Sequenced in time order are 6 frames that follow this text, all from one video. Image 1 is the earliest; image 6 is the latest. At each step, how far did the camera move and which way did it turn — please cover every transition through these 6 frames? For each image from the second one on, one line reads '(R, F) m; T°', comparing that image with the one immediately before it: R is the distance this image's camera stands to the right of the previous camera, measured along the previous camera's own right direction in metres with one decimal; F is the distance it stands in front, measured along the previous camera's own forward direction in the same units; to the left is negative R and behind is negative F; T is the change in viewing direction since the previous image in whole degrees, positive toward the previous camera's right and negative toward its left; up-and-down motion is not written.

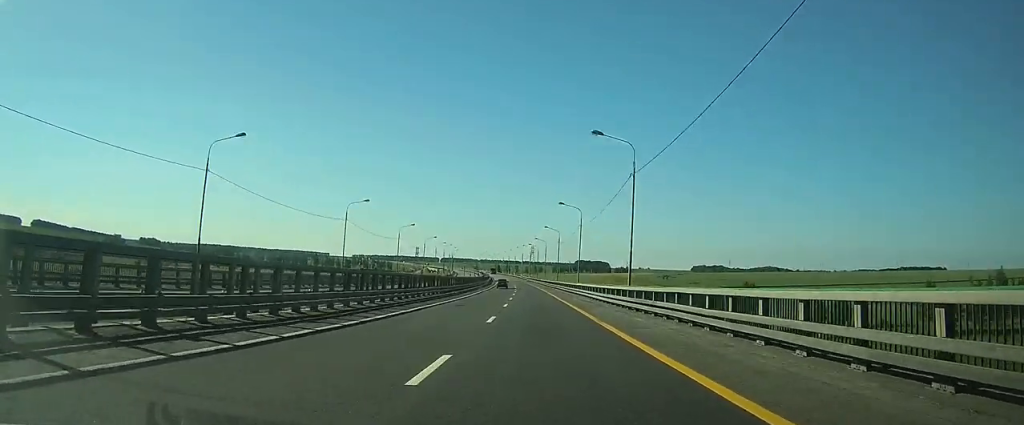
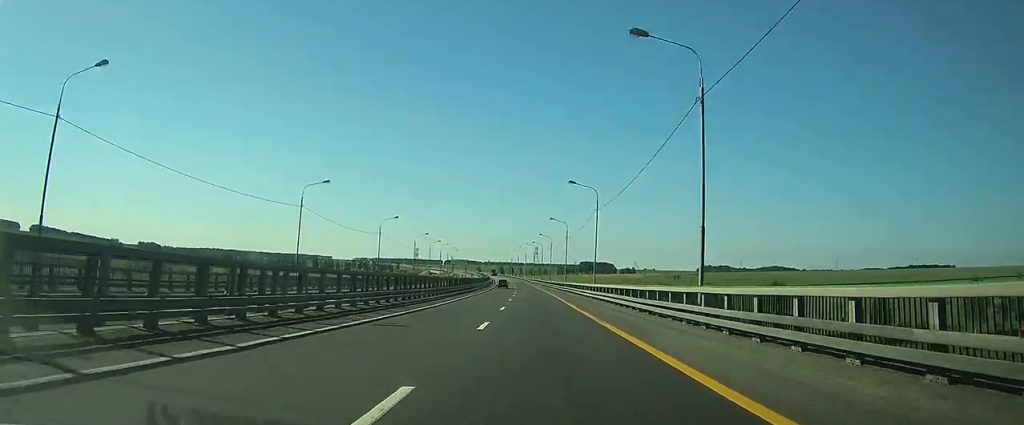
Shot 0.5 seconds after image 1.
(-0.1, +15.0) m; 0°
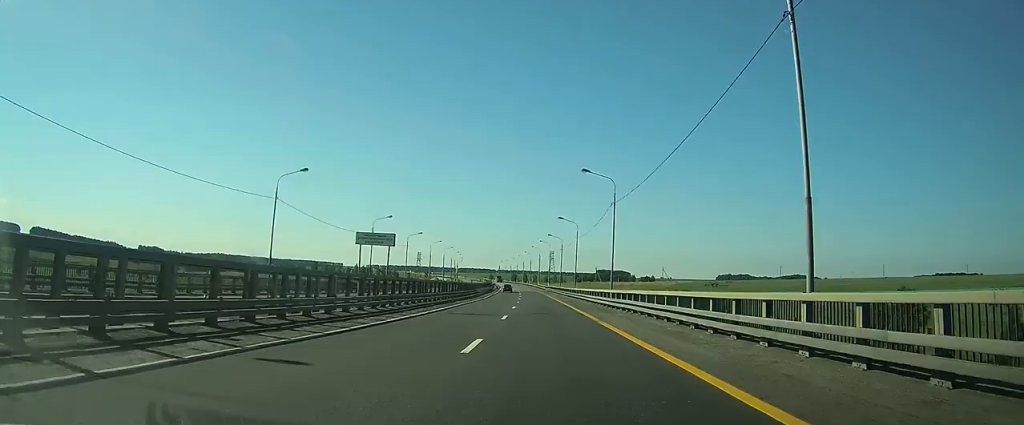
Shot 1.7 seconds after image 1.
(-0.3, +41.0) m; -1°
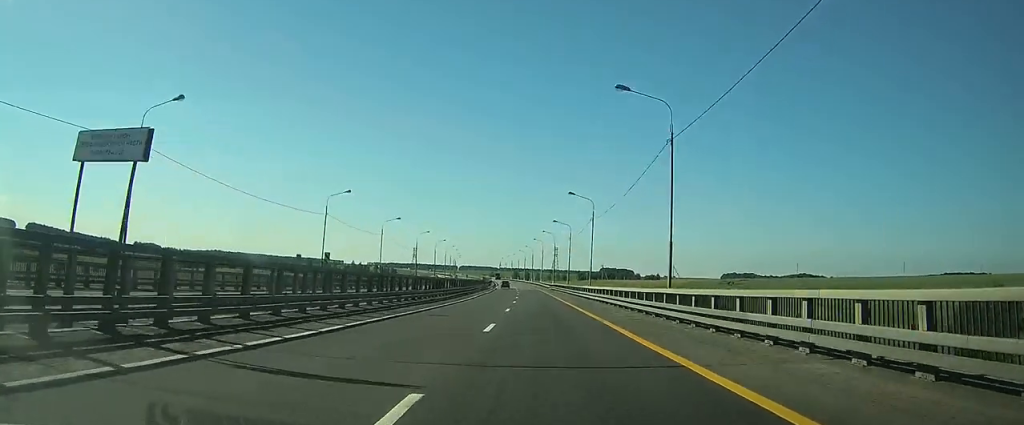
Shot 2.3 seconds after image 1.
(-0.1, +19.6) m; -1°
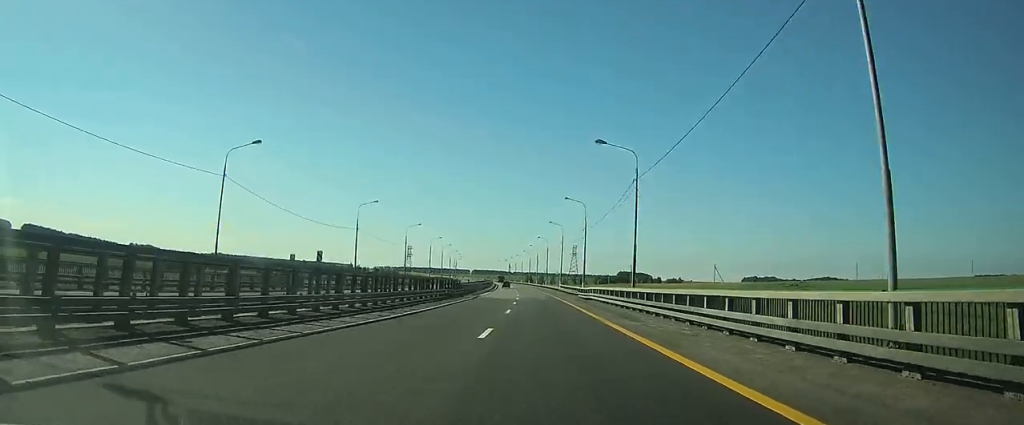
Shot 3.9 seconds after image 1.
(-0.4, +50.6) m; -1°
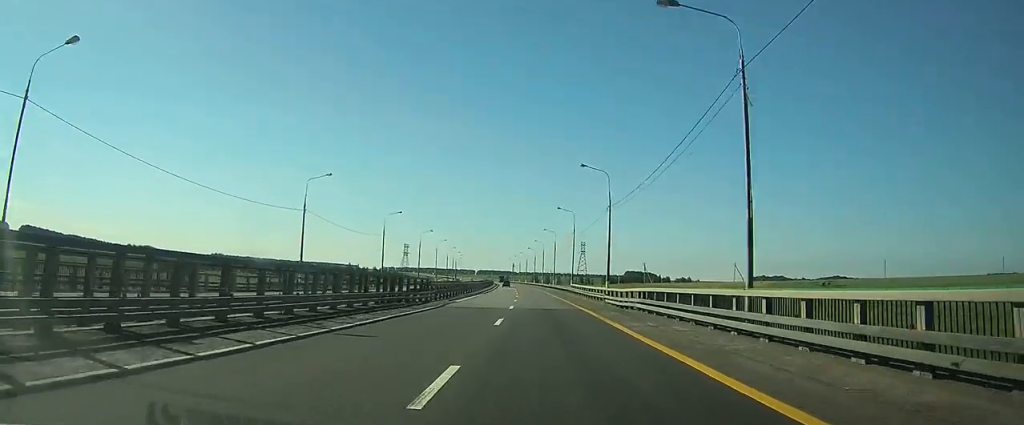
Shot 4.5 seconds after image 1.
(0.0, +19.9) m; -1°
